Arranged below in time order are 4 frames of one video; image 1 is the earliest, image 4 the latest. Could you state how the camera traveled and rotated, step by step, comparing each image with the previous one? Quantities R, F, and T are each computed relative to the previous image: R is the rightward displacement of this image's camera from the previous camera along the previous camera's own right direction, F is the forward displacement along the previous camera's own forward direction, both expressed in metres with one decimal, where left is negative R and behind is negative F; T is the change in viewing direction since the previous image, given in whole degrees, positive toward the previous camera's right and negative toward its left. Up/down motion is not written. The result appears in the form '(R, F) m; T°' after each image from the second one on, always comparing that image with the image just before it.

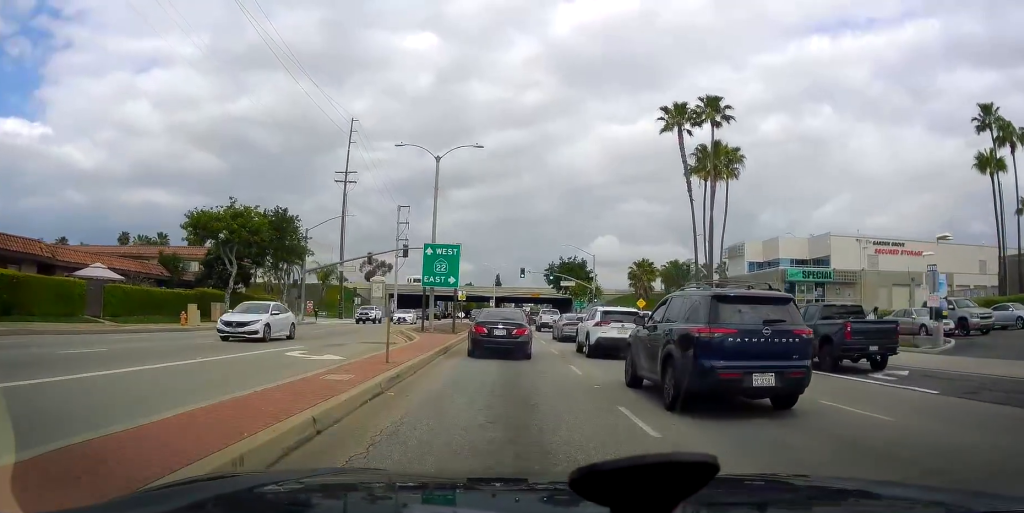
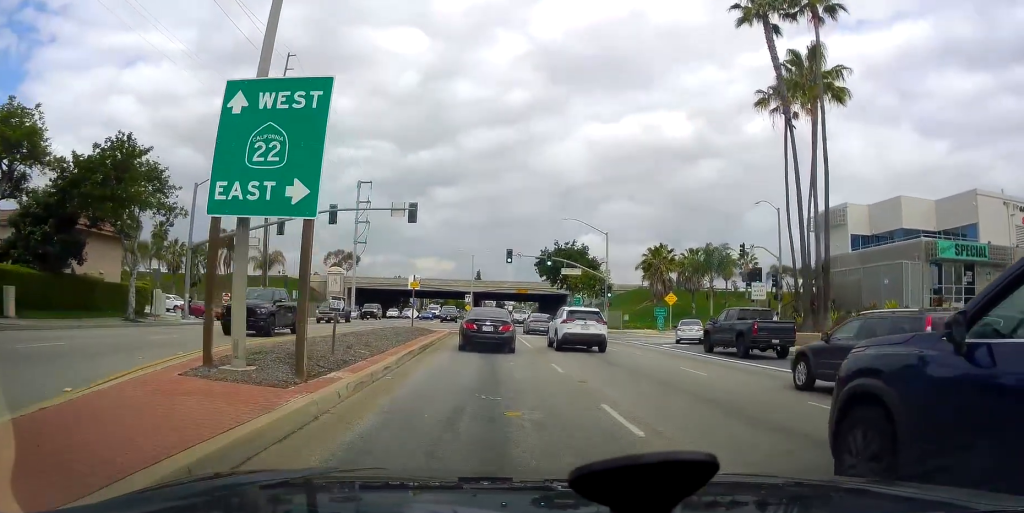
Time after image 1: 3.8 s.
(0.0, +22.7) m; 0°
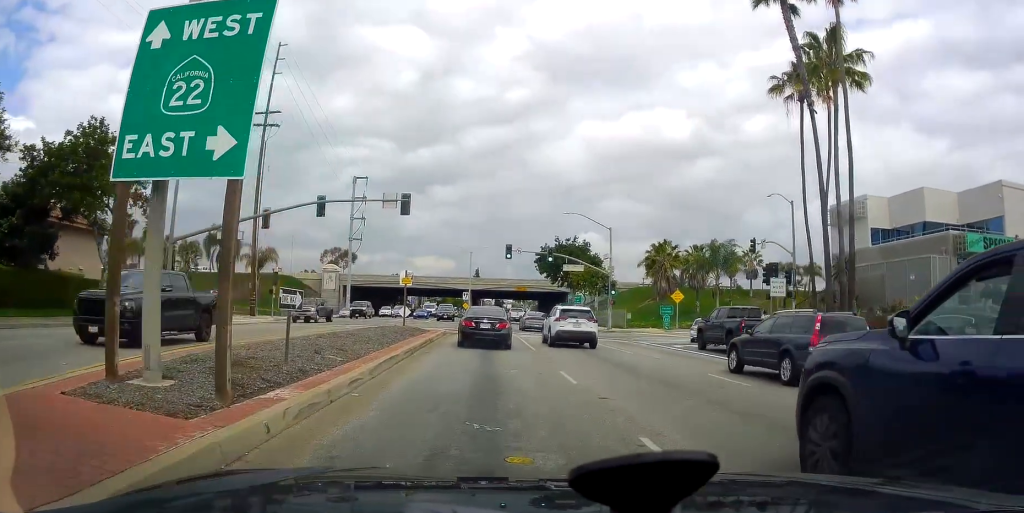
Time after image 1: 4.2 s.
(0.0, +2.5) m; +2°
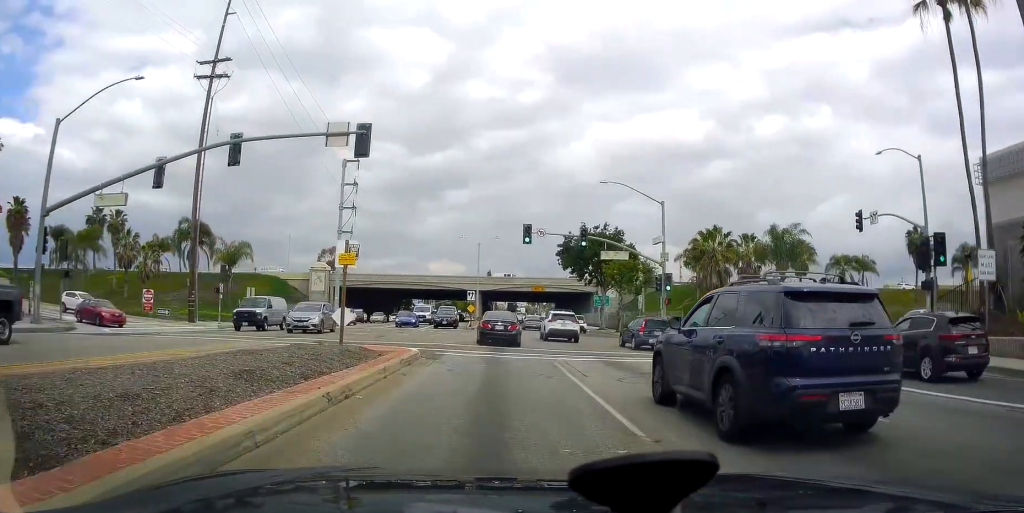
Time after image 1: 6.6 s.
(+0.4, +13.9) m; -3°
